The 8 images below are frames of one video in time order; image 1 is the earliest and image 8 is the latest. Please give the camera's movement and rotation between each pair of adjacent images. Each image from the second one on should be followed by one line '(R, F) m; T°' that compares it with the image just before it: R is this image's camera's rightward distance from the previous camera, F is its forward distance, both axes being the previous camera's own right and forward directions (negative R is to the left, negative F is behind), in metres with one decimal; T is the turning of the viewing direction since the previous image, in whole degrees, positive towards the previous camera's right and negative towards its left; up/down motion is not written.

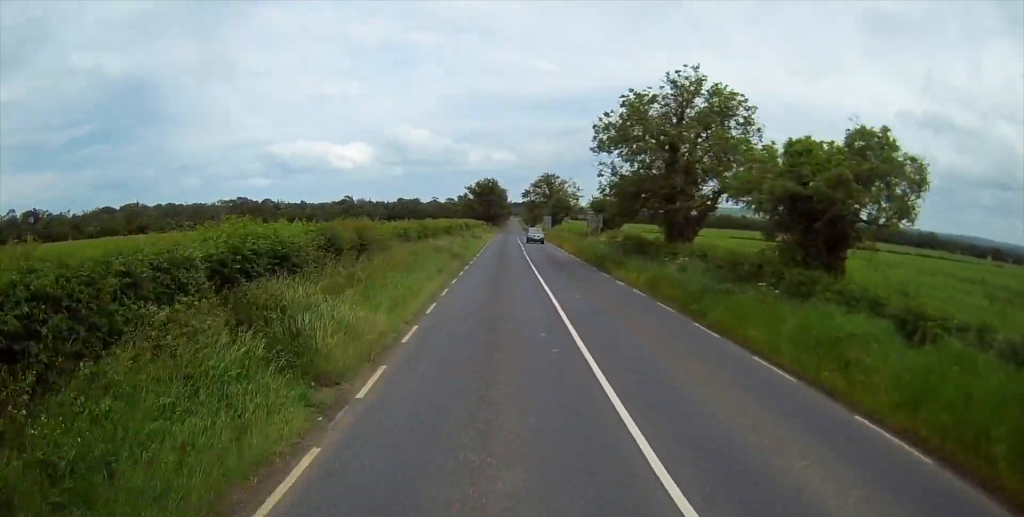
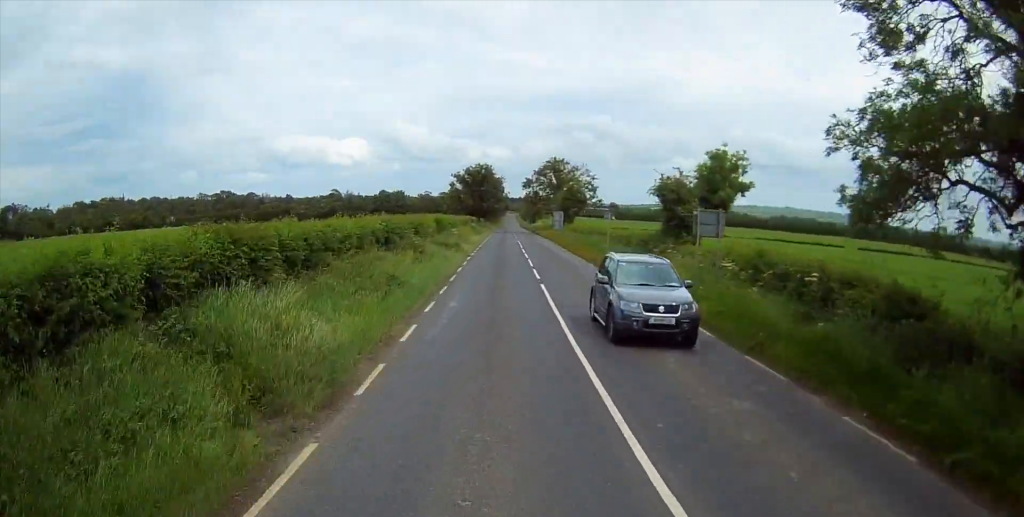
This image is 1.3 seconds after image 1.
(-0.2, +28.5) m; 0°
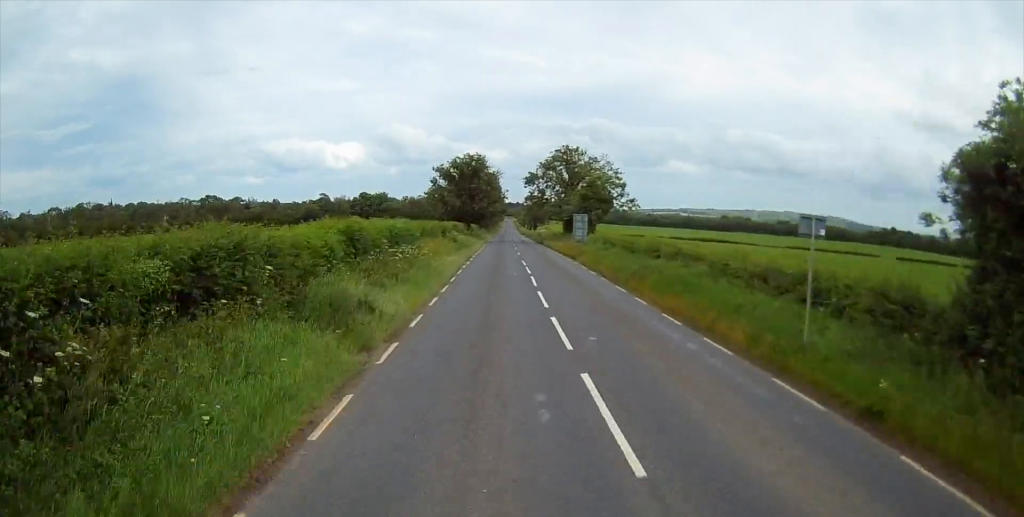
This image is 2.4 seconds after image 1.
(+0.1, +26.3) m; 0°
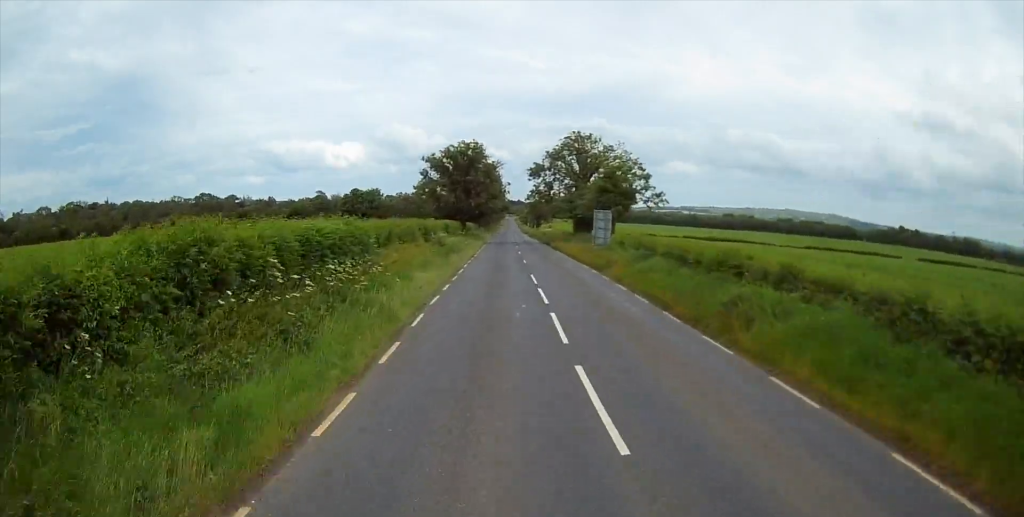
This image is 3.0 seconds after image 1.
(+0.1, +12.1) m; 0°
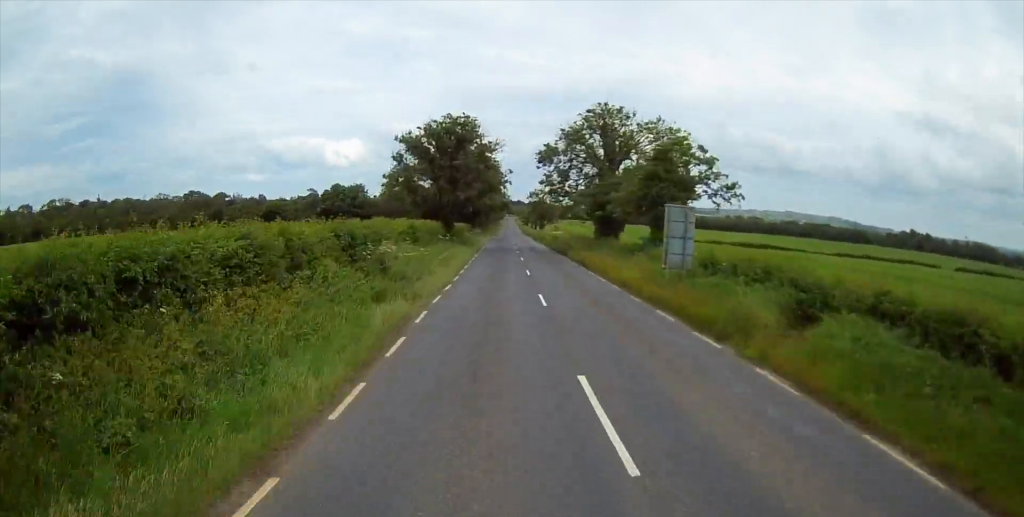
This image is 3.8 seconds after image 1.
(-0.1, +19.5) m; 0°
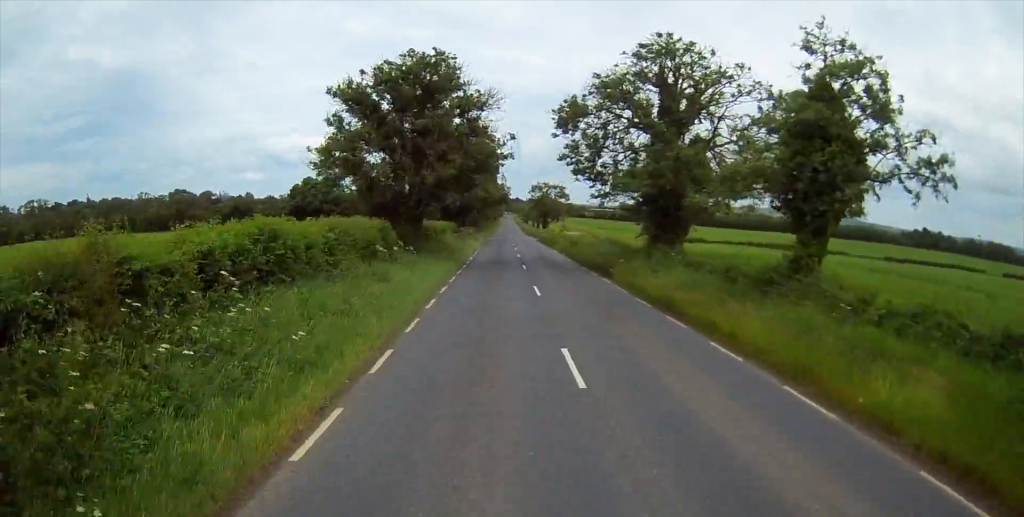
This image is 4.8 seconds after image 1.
(+0.1, +21.9) m; 0°
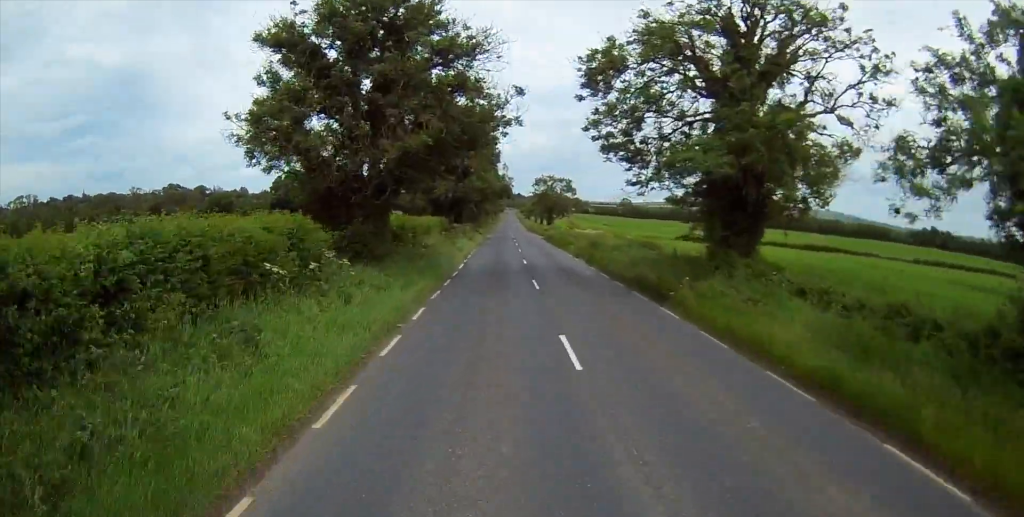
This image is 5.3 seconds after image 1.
(0.0, +11.4) m; 0°
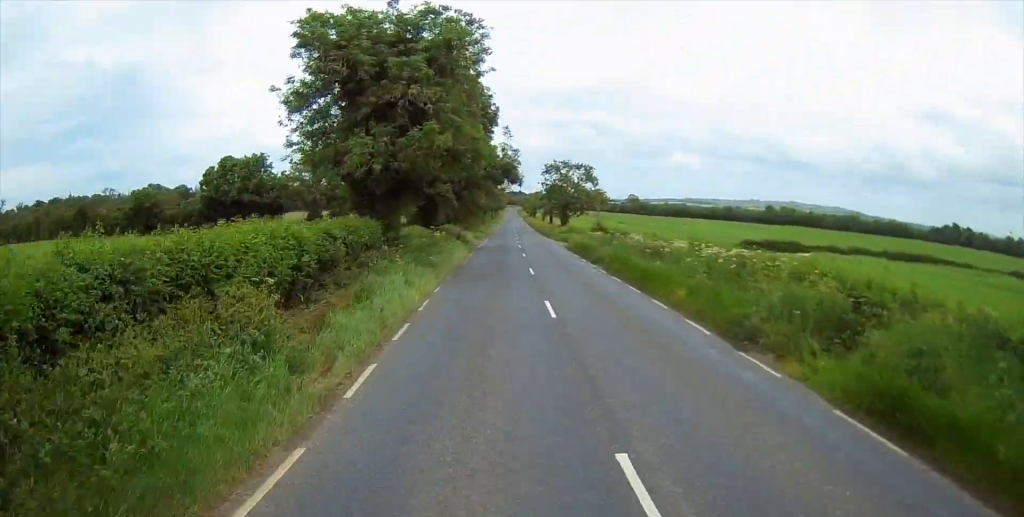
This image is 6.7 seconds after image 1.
(0.0, +31.2) m; 0°
